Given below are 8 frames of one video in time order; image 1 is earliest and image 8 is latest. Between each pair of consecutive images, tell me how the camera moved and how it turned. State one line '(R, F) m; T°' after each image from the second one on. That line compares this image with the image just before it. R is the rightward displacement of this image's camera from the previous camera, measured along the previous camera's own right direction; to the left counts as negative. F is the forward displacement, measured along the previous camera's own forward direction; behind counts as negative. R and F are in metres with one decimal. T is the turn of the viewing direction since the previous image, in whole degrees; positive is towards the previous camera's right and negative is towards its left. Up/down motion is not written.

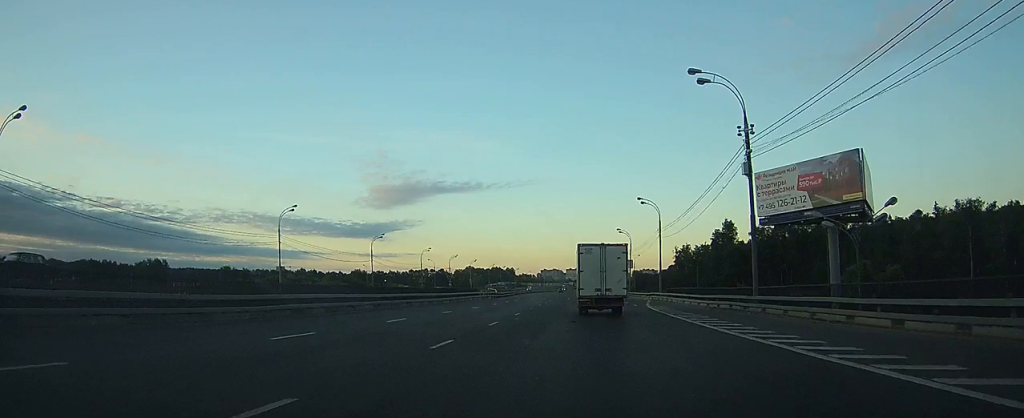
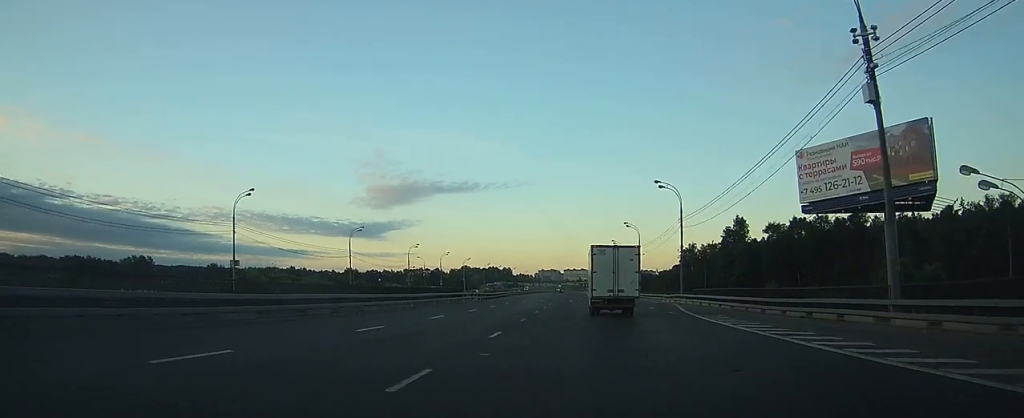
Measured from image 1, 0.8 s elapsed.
(0.0, +12.8) m; +1°
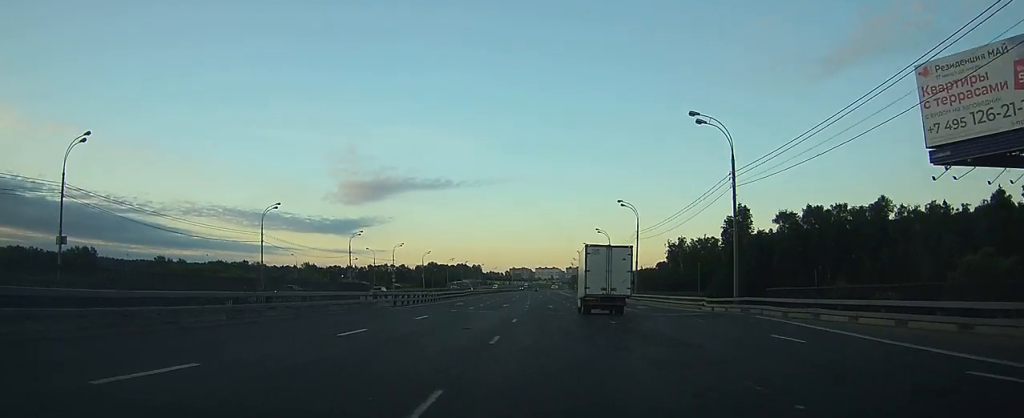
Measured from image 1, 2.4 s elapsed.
(+0.5, +25.5) m; +2°
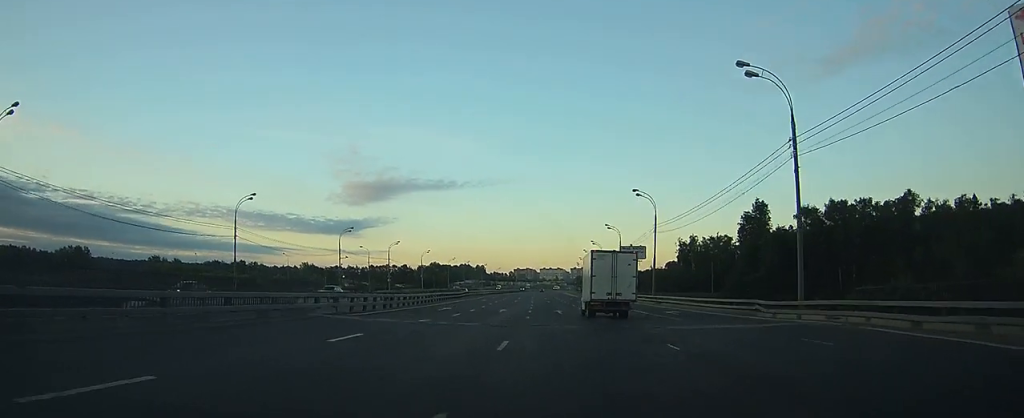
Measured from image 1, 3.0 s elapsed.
(0.0, +9.2) m; +1°
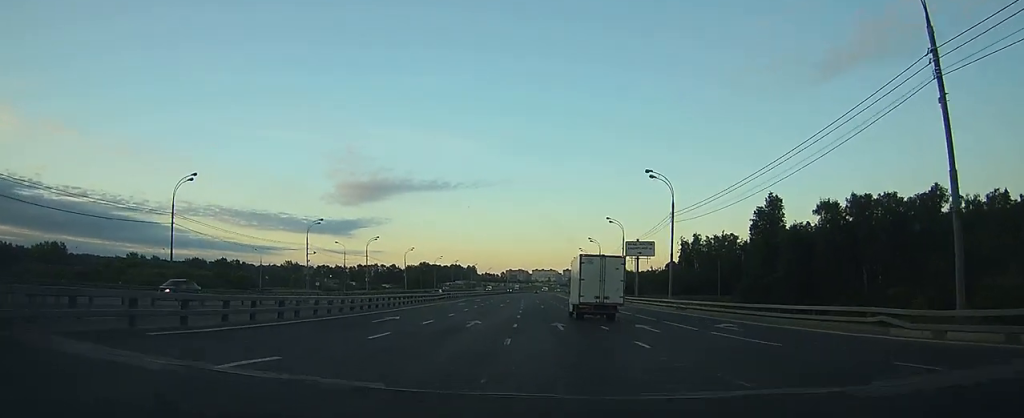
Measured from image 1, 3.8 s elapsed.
(+0.1, +12.8) m; +1°
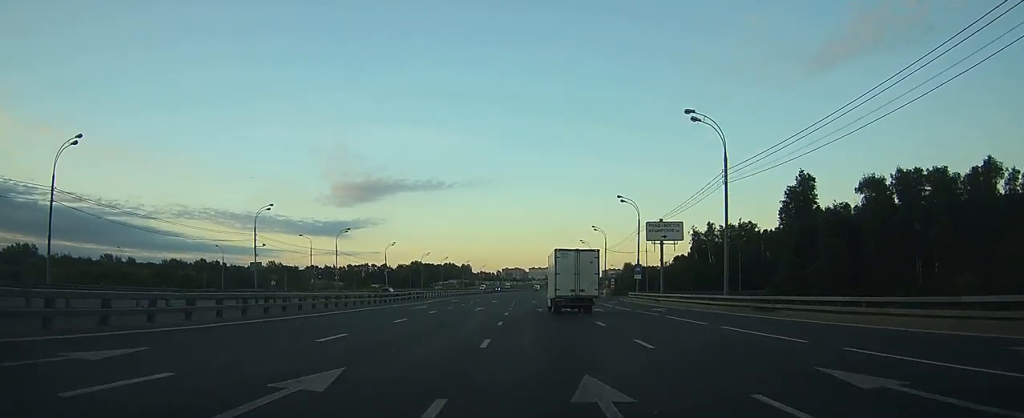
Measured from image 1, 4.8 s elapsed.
(+0.1, +18.2) m; 0°
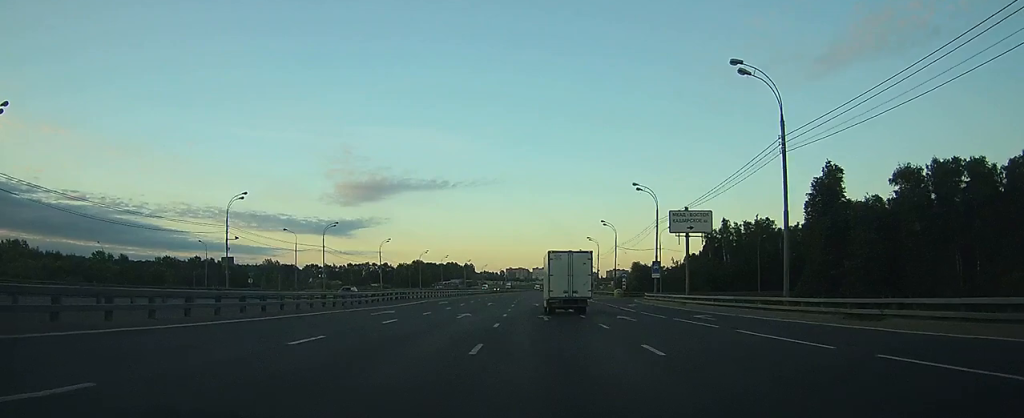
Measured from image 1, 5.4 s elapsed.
(0.0, +9.4) m; 0°
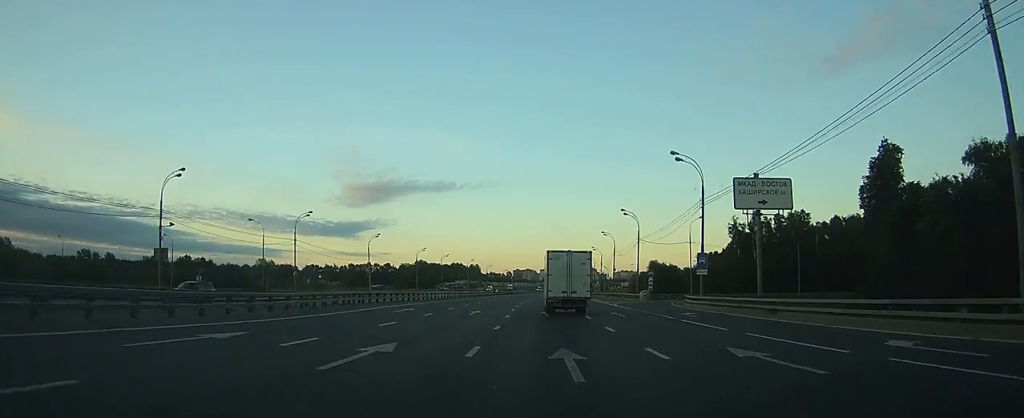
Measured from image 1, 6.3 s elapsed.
(-0.1, +16.2) m; 0°
